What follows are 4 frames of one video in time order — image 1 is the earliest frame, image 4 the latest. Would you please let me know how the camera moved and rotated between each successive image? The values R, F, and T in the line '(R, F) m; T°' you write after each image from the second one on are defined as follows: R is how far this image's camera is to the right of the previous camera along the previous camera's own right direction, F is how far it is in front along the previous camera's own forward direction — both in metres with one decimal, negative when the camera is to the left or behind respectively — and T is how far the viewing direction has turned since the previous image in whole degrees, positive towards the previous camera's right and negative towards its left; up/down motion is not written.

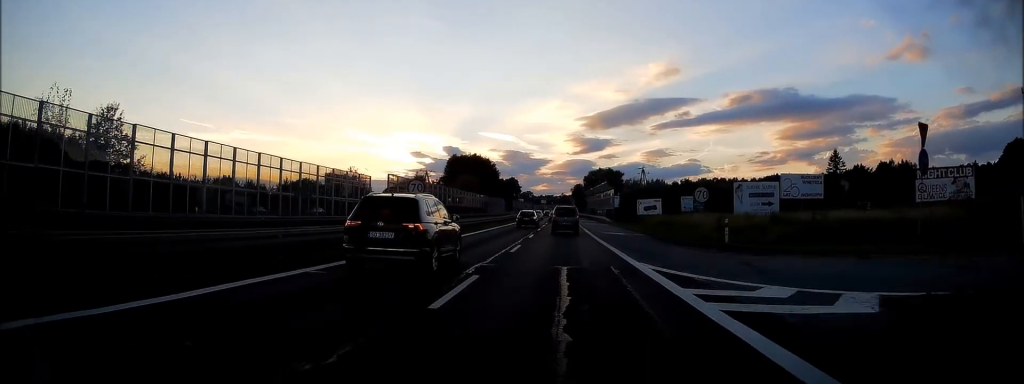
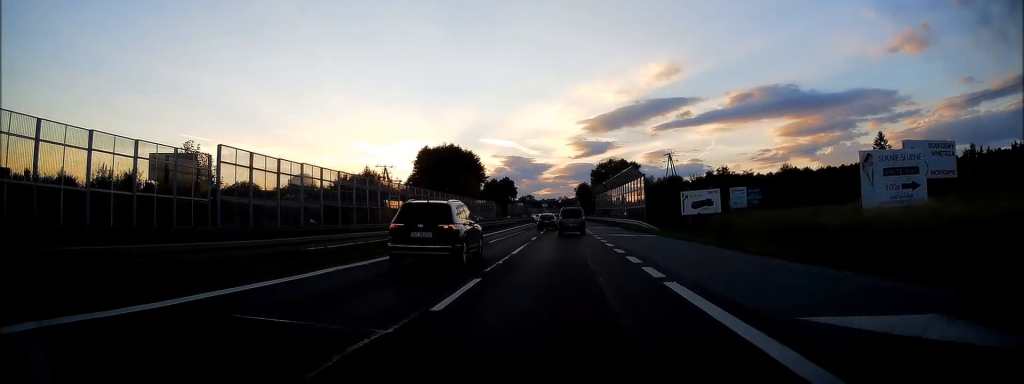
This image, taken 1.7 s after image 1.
(-0.7, +36.2) m; -1°
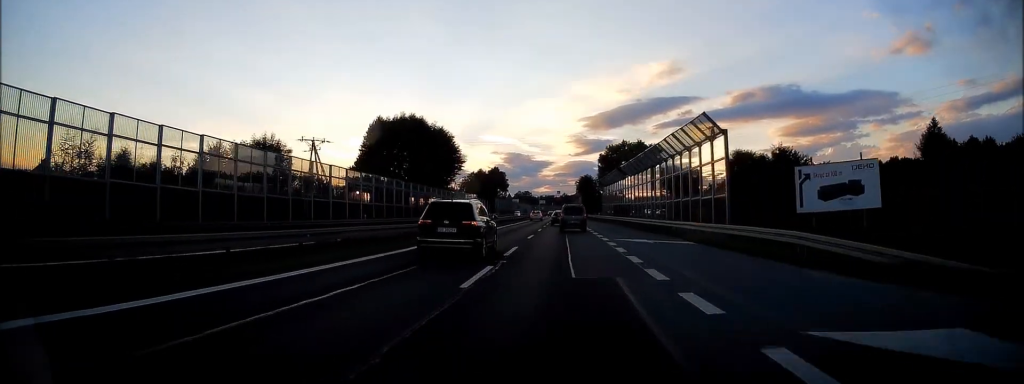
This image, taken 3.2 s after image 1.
(+0.1, +33.9) m; +1°
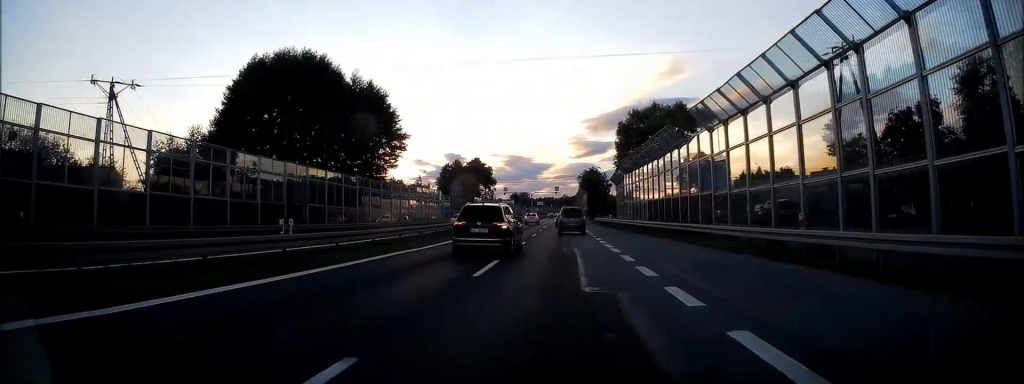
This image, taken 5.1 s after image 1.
(+0.1, +40.9) m; -1°
